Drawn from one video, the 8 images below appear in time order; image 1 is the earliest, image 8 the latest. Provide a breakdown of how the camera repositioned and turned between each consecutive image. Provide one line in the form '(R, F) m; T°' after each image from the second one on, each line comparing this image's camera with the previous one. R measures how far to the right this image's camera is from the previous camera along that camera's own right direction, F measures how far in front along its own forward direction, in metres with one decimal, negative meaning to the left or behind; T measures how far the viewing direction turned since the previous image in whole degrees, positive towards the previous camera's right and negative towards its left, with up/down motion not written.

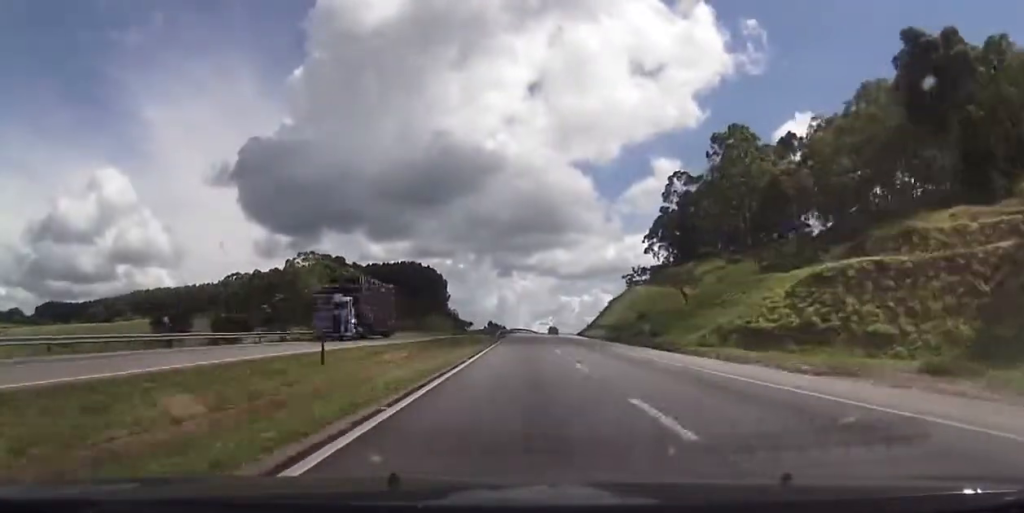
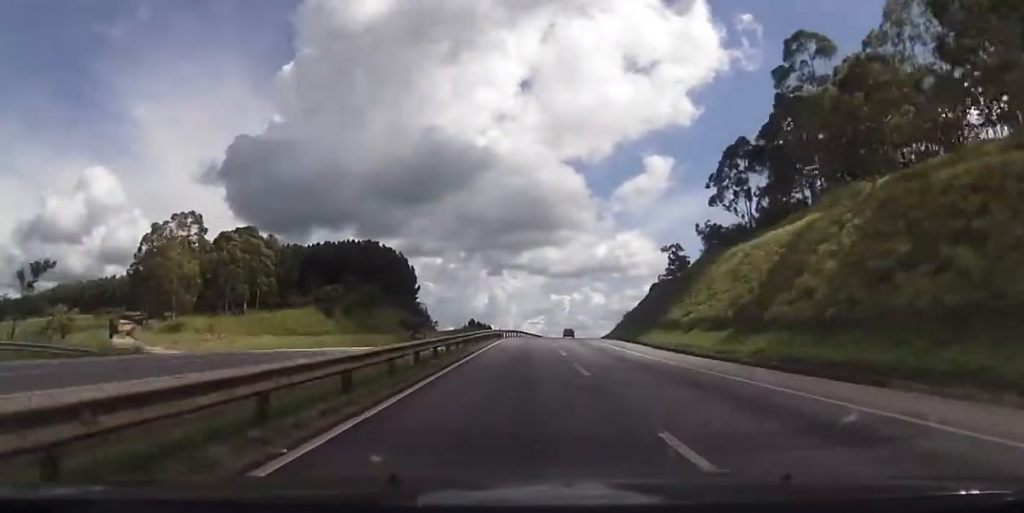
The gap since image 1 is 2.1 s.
(0.0, +72.5) m; 0°
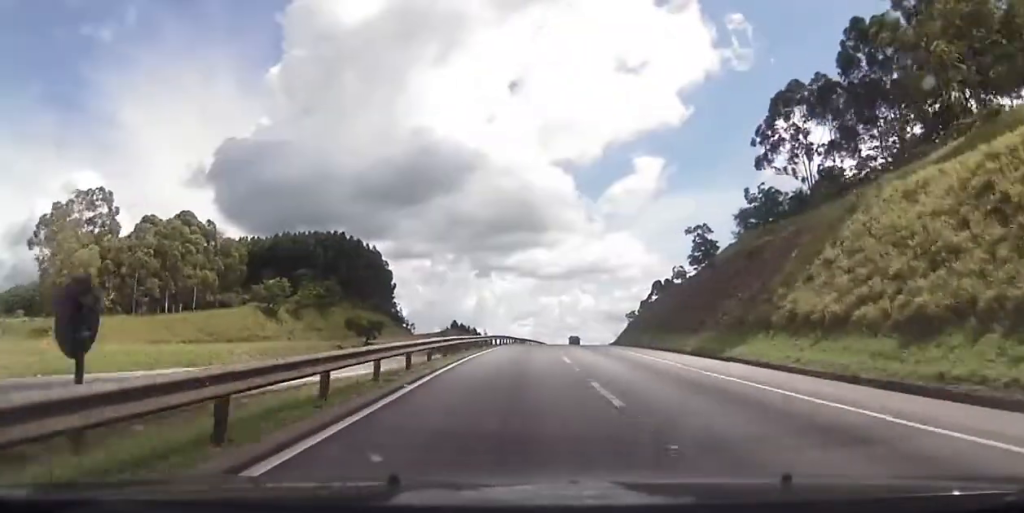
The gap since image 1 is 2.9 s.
(-0.1, +28.7) m; +1°
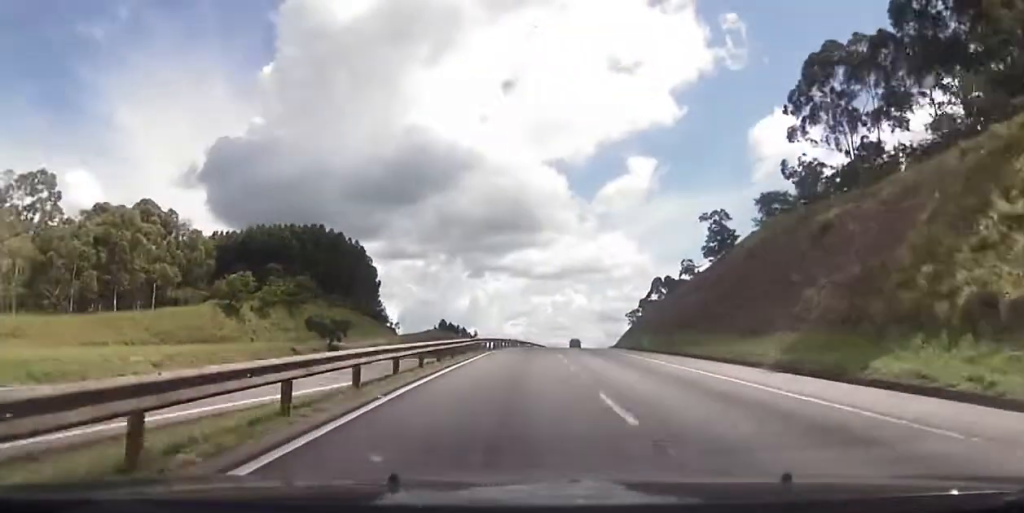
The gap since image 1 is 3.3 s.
(+0.1, +13.8) m; +1°
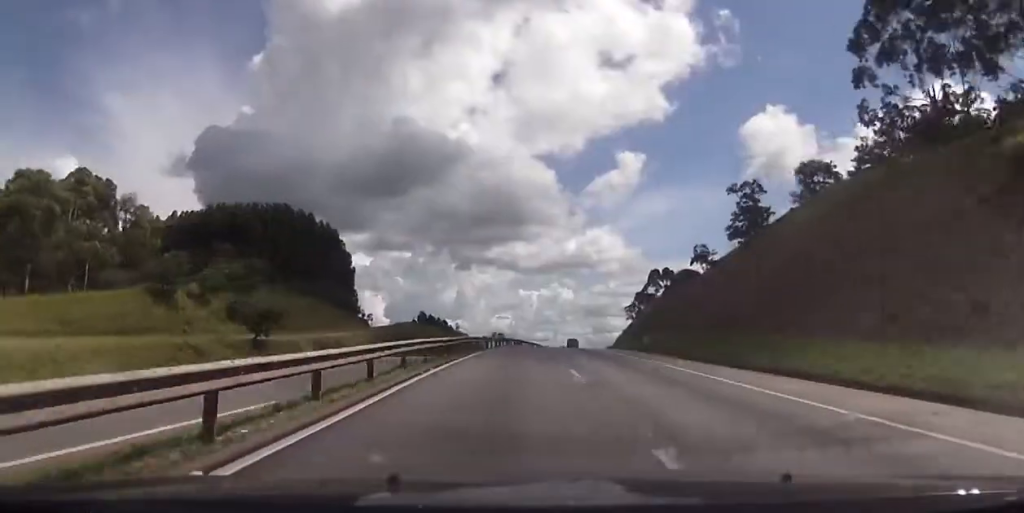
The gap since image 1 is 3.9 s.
(+0.2, +18.3) m; +1°
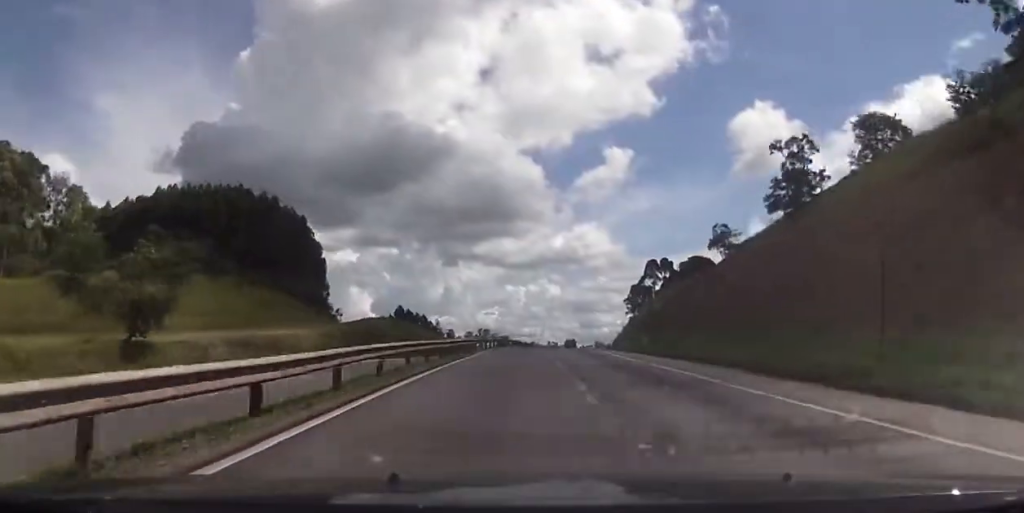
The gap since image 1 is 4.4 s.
(+0.1, +18.3) m; +1°
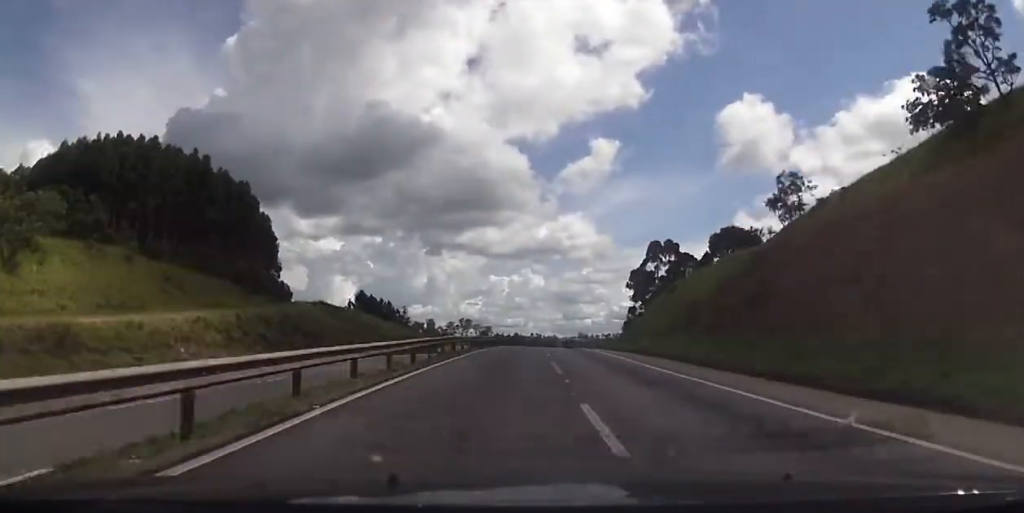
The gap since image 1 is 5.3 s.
(+0.4, +29.6) m; +1°
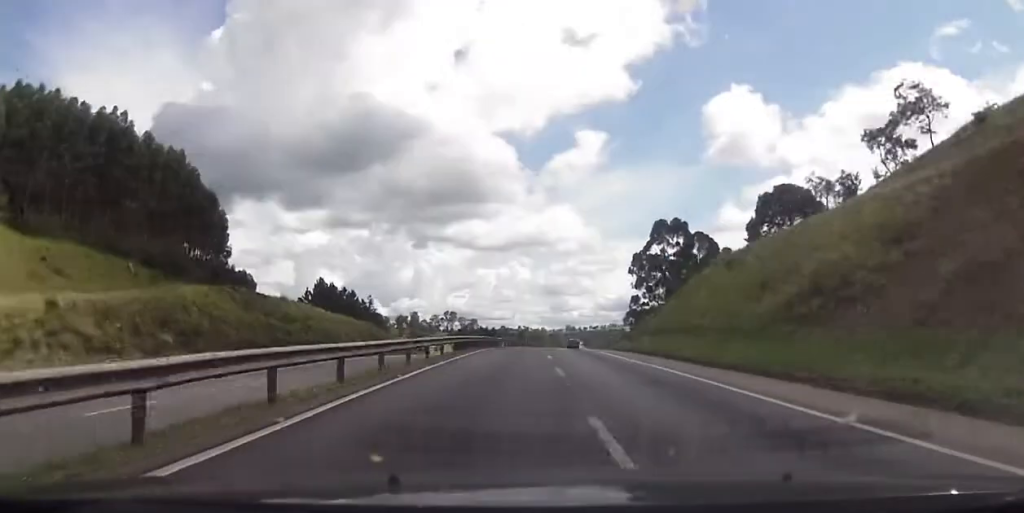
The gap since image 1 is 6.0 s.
(+0.3, +25.0) m; +1°
